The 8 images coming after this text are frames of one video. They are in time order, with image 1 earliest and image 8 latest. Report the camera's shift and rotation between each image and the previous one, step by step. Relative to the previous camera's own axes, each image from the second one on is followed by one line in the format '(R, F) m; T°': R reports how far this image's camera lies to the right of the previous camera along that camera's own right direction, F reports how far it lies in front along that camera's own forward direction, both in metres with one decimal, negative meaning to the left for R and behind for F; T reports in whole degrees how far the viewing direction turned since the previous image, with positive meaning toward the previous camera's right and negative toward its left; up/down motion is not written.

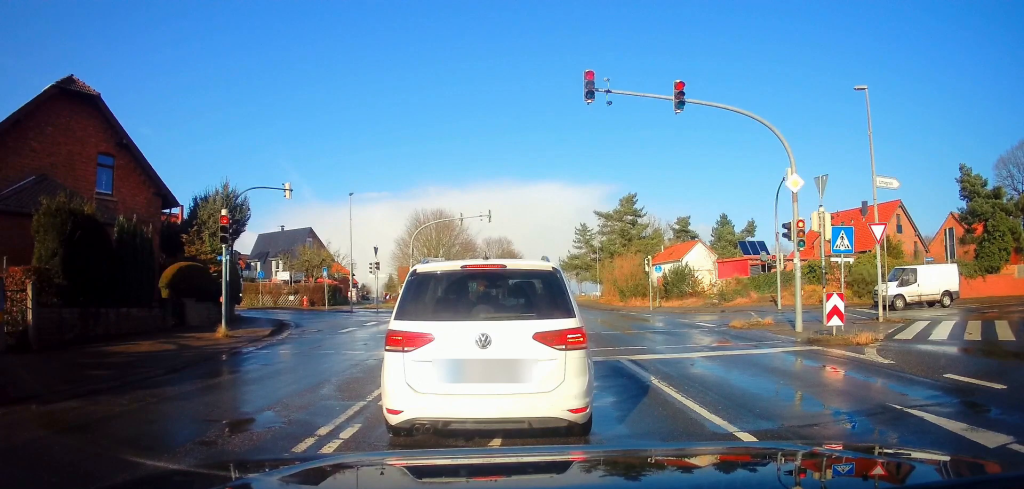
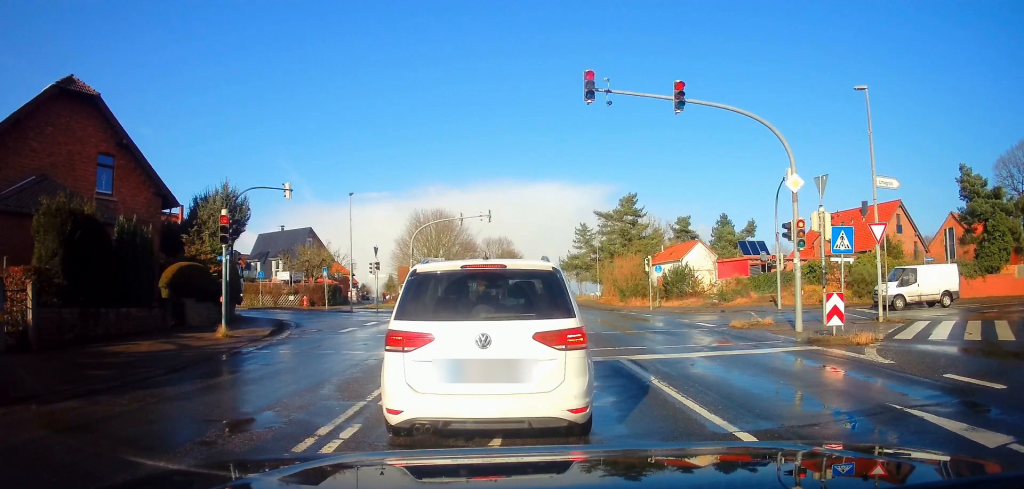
(0.0, 0.0) m; 0°
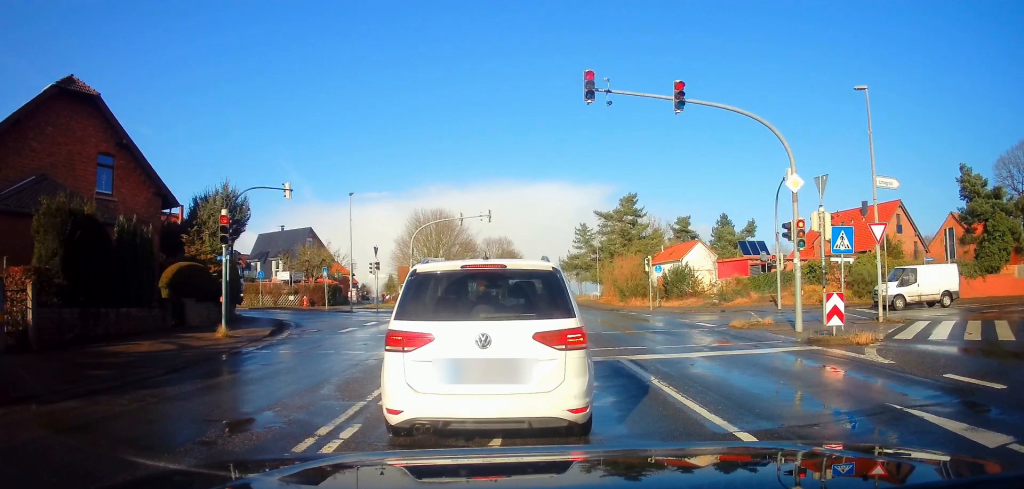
(0.0, 0.0) m; 0°
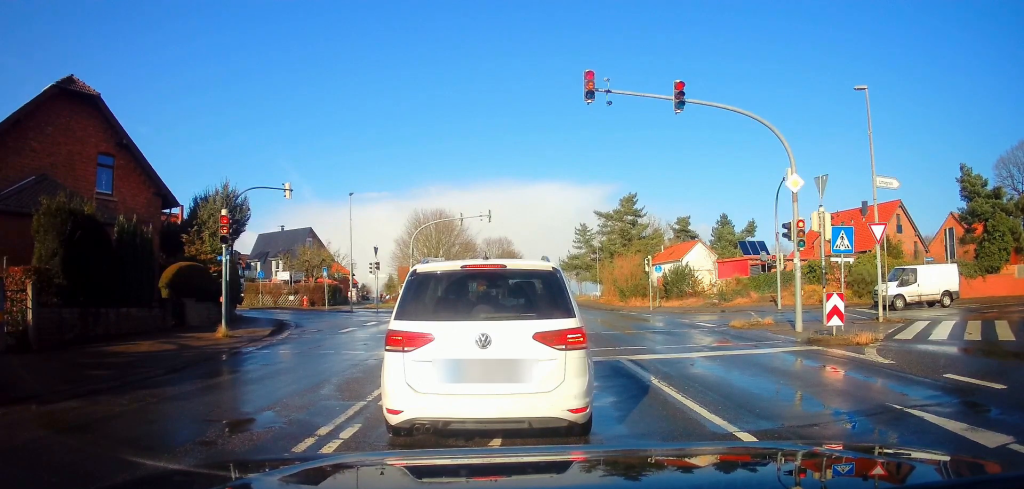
(0.0, 0.0) m; 0°
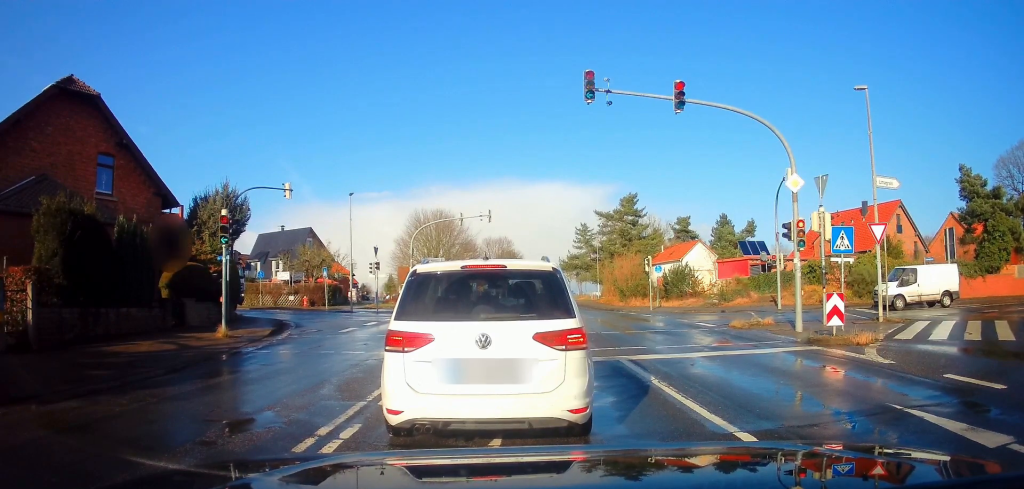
(0.0, 0.0) m; 0°
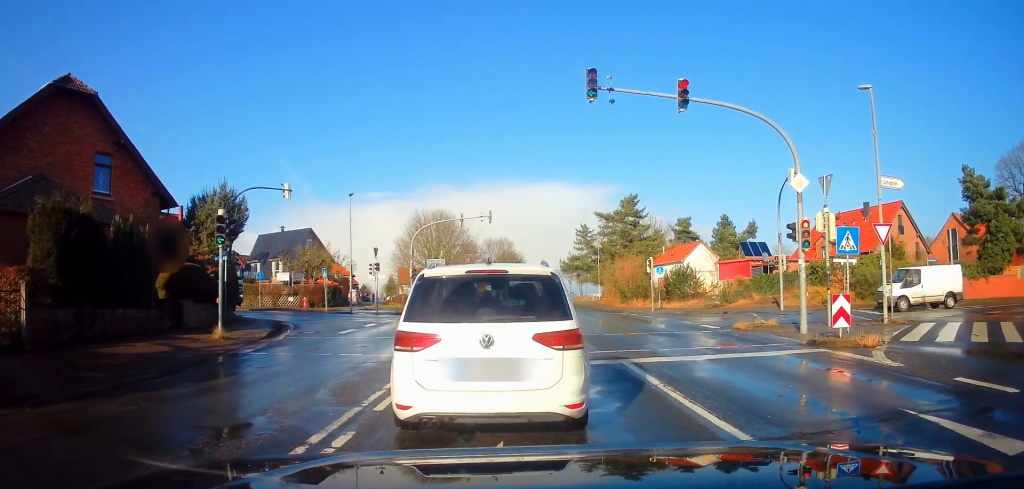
(0.0, +0.3) m; 0°
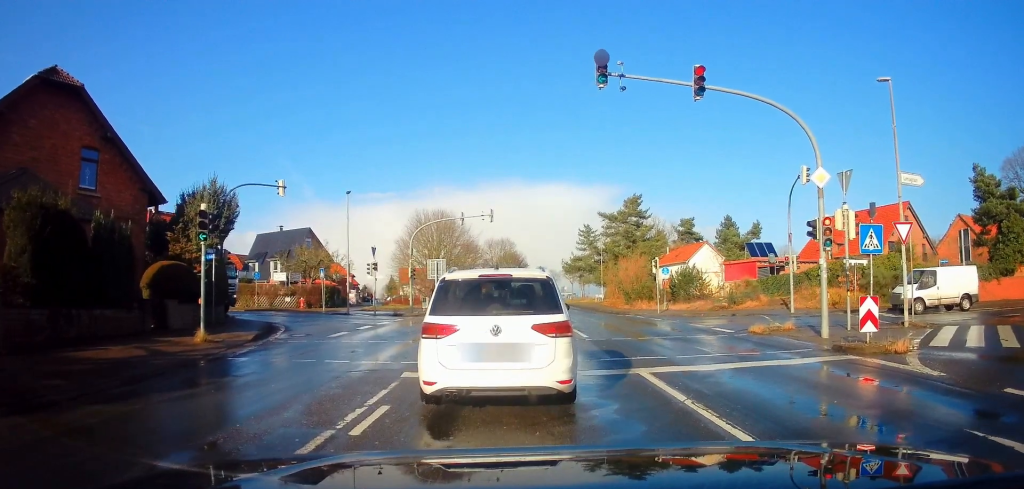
(0.0, +1.2) m; 0°
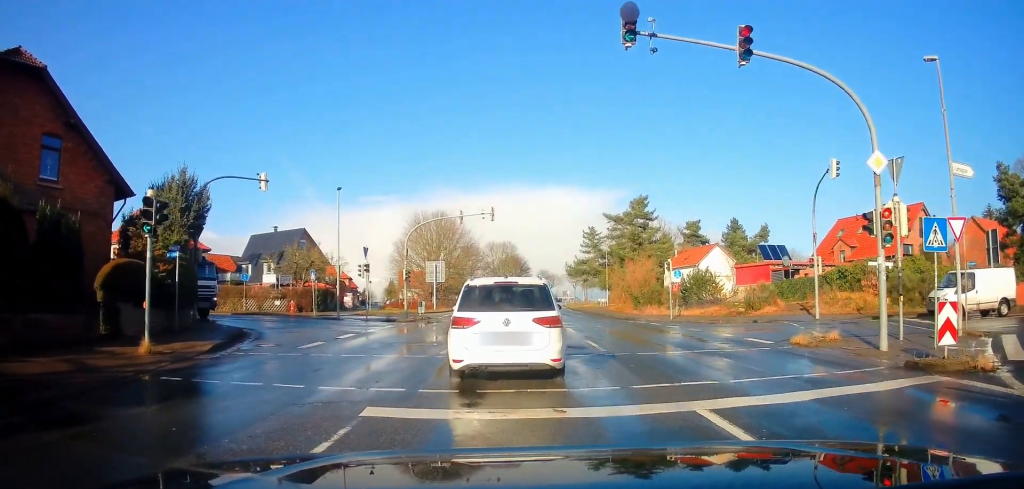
(0.0, +2.9) m; 0°
